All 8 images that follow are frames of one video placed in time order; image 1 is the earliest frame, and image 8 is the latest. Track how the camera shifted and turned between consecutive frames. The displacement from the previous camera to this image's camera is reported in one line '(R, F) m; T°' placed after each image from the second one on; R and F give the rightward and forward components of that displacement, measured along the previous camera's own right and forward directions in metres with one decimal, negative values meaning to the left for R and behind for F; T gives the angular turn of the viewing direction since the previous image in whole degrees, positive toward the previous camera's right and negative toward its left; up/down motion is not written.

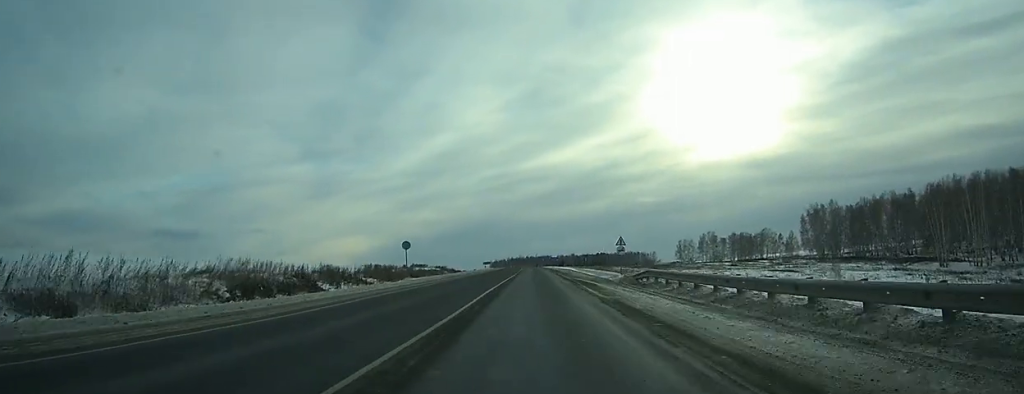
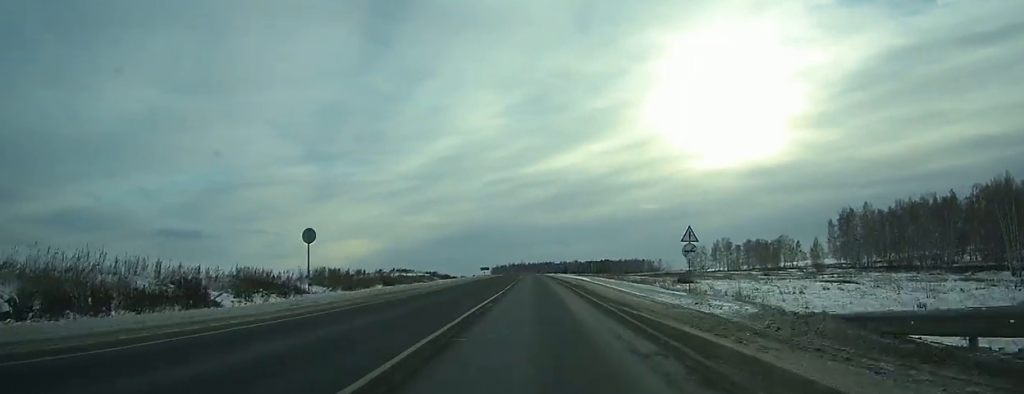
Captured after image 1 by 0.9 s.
(-0.1, +20.2) m; 0°
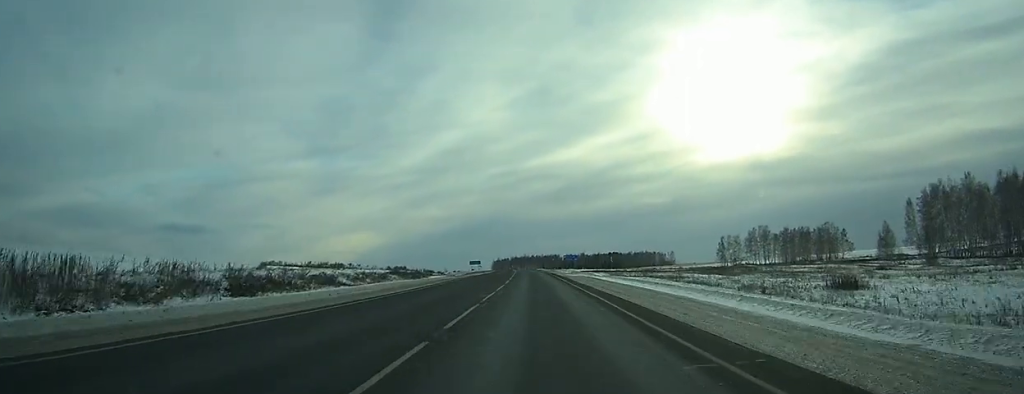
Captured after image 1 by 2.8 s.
(-0.2, +44.5) m; 0°
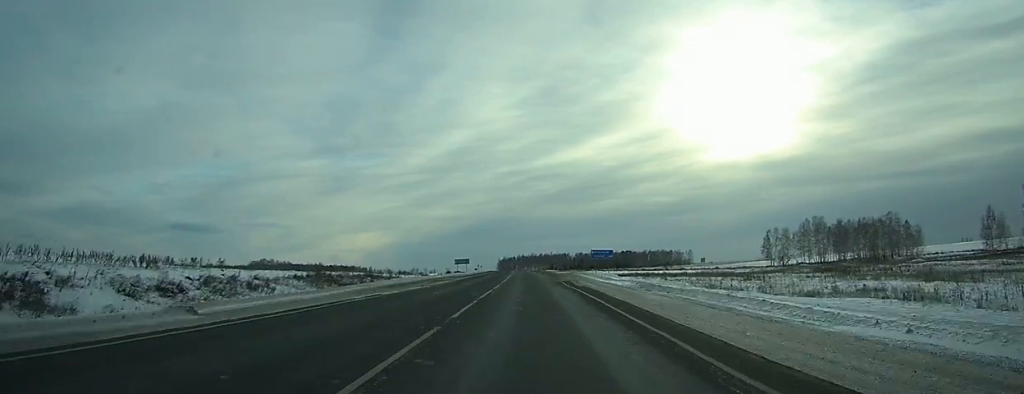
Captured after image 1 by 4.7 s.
(-0.2, +43.3) m; -1°
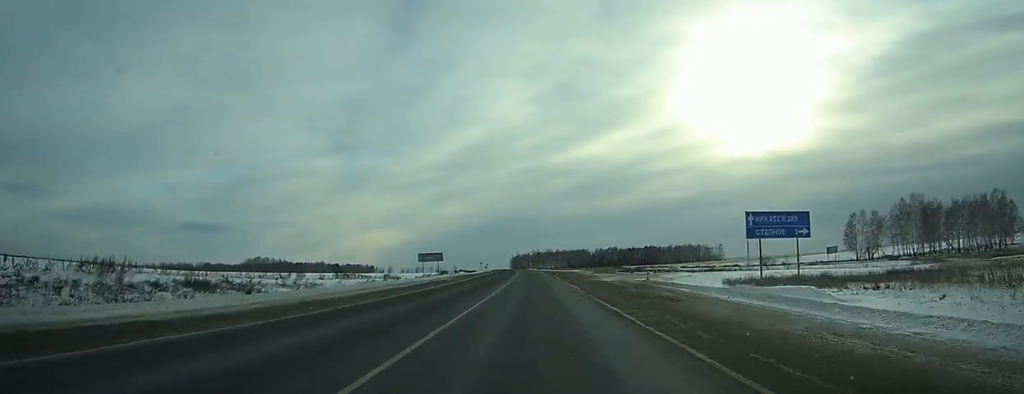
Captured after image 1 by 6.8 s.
(-0.3, +51.1) m; -1°
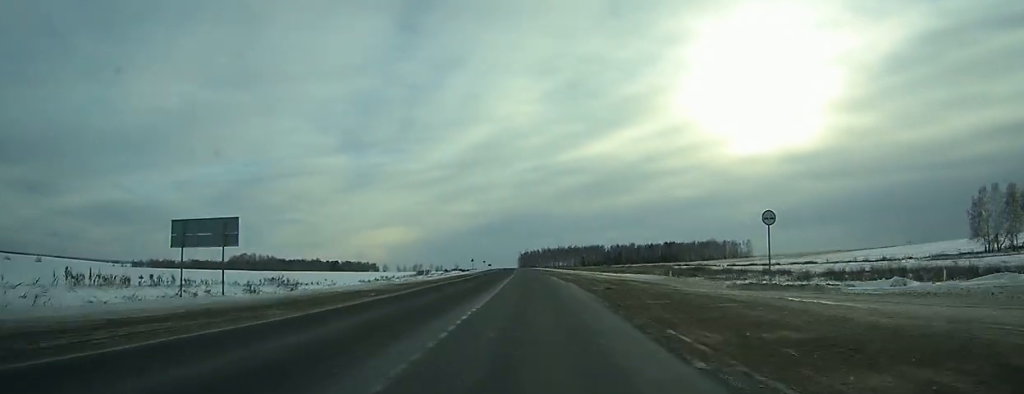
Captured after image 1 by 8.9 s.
(-0.6, +52.6) m; -1°
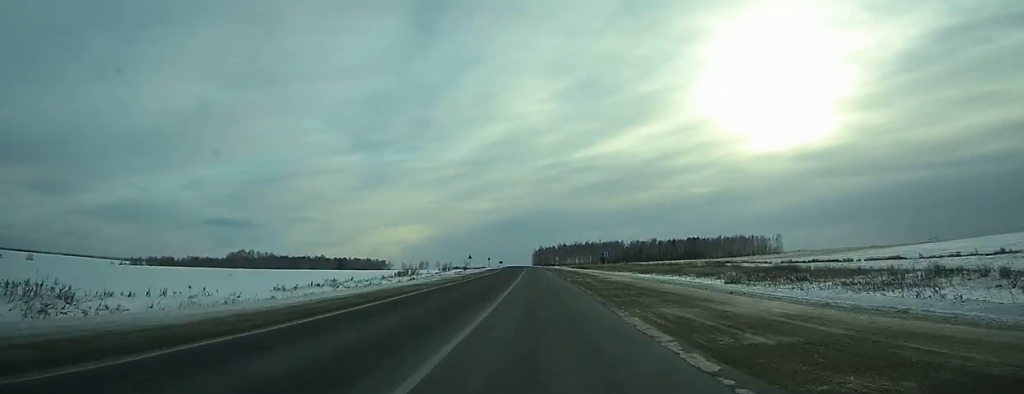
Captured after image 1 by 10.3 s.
(-0.2, +35.0) m; -1°
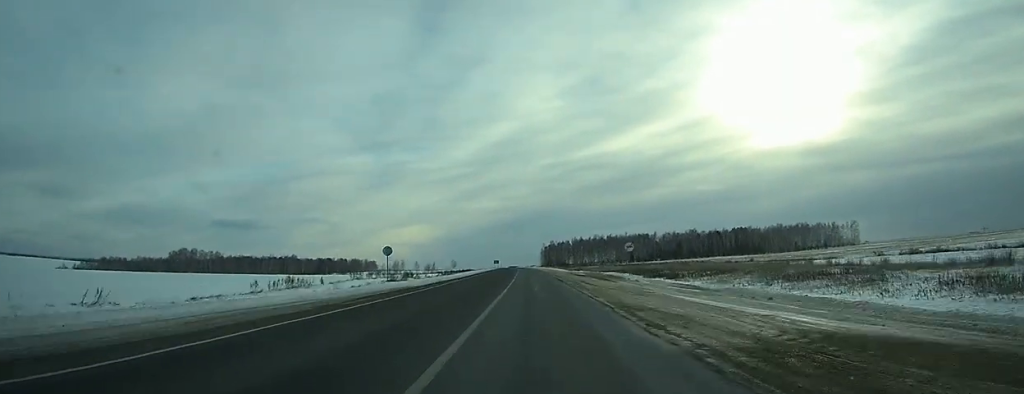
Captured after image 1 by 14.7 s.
(-2.2, +110.9) m; -2°
